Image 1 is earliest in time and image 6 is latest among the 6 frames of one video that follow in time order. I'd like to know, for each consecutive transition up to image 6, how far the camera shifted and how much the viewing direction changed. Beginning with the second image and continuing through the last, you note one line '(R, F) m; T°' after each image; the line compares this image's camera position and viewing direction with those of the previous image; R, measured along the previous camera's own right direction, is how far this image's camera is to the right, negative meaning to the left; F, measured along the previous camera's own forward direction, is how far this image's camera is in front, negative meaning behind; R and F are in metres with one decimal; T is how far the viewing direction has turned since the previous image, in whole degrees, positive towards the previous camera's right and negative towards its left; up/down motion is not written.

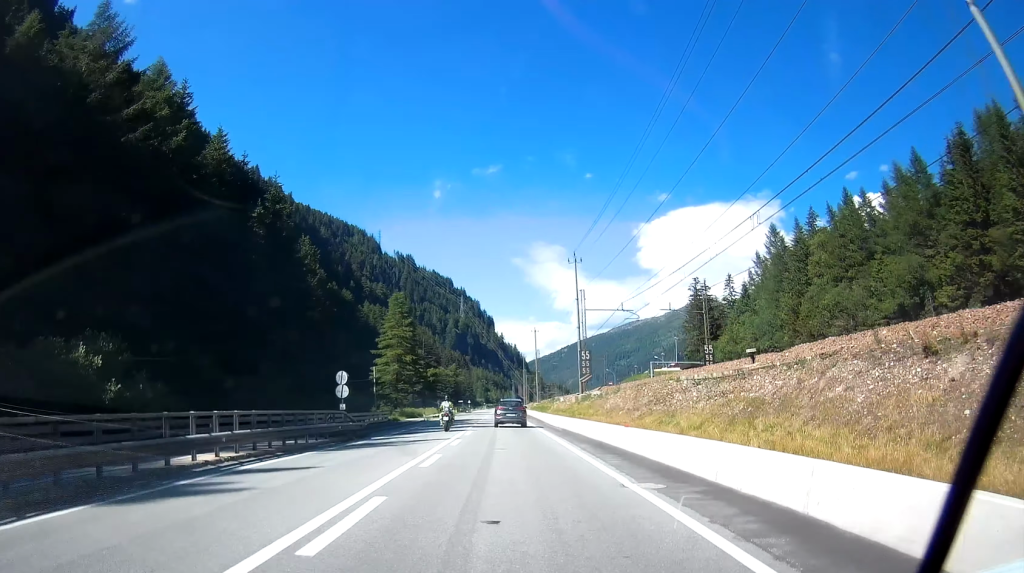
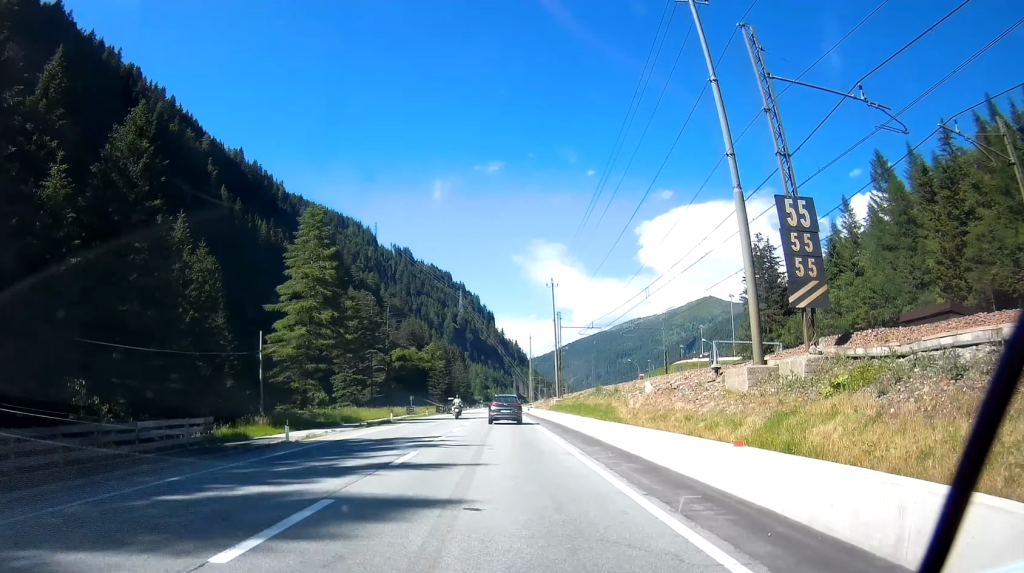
(-0.2, +38.4) m; -1°
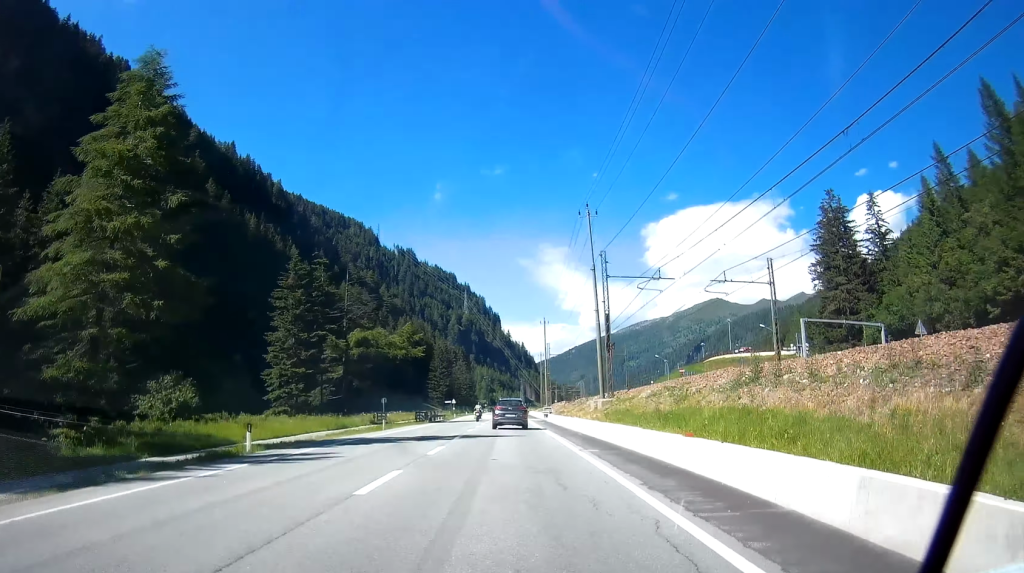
(0.0, +26.6) m; 0°
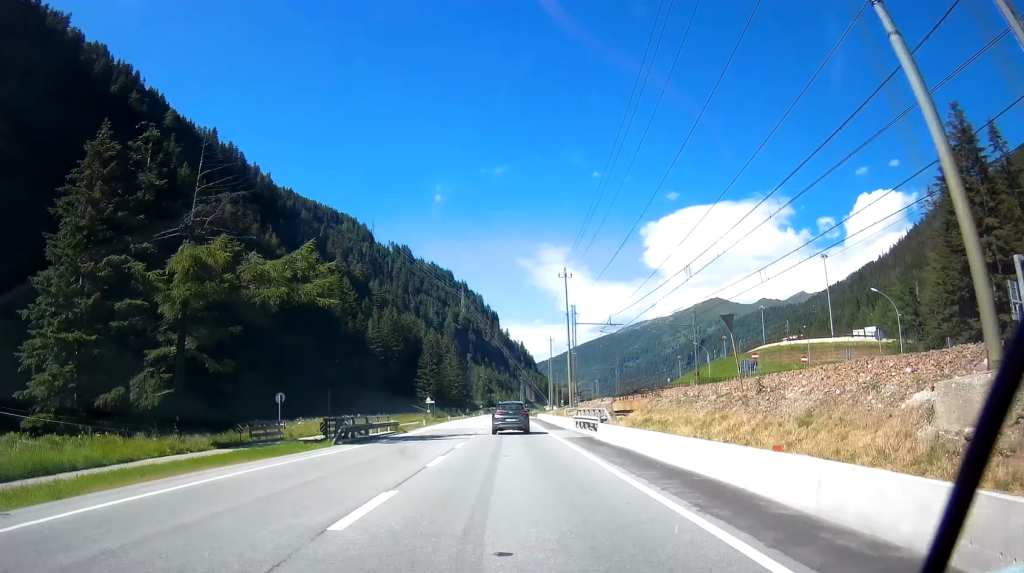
(0.0, +33.5) m; 0°
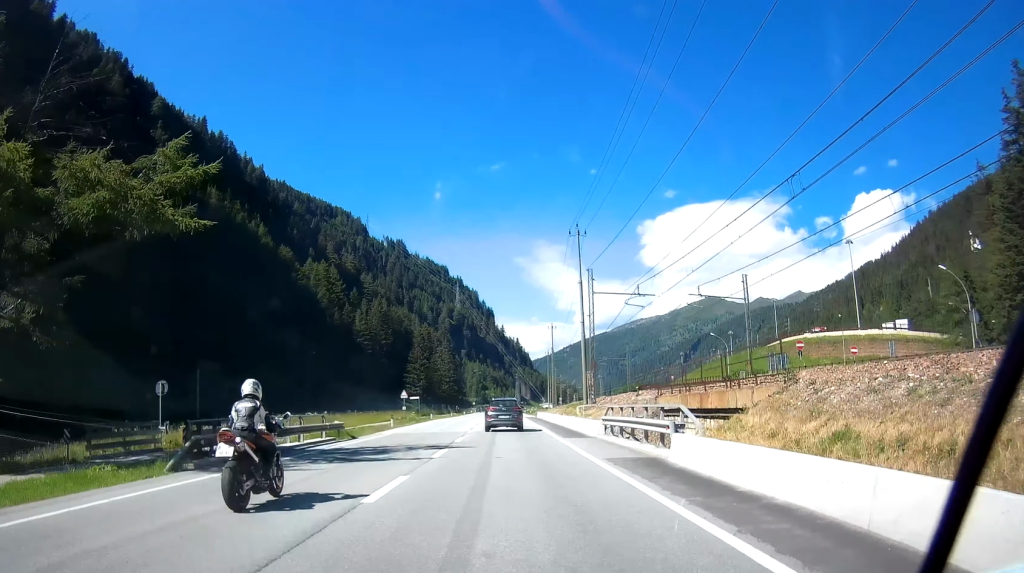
(0.0, +14.0) m; 0°
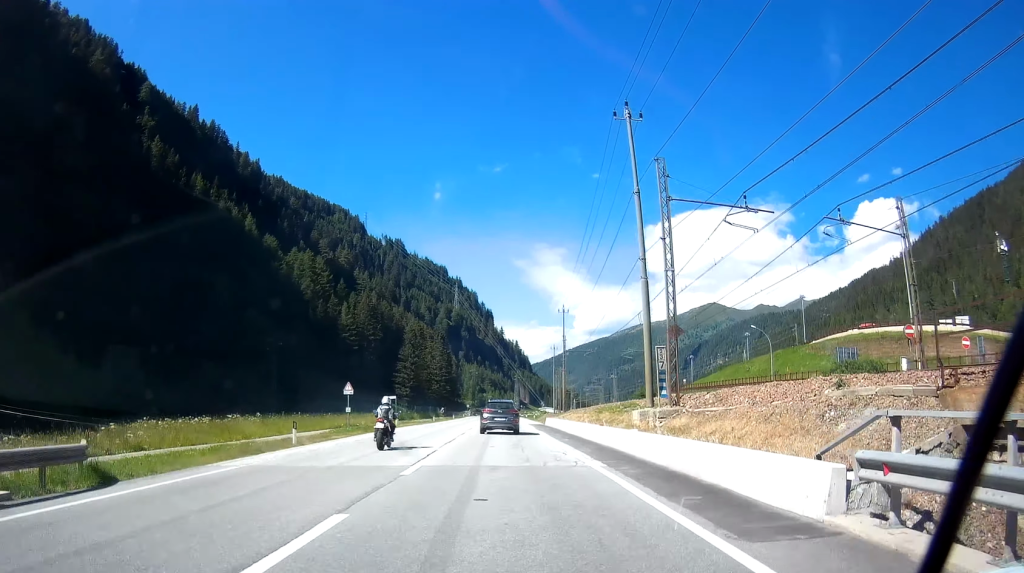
(0.0, +20.1) m; 0°
